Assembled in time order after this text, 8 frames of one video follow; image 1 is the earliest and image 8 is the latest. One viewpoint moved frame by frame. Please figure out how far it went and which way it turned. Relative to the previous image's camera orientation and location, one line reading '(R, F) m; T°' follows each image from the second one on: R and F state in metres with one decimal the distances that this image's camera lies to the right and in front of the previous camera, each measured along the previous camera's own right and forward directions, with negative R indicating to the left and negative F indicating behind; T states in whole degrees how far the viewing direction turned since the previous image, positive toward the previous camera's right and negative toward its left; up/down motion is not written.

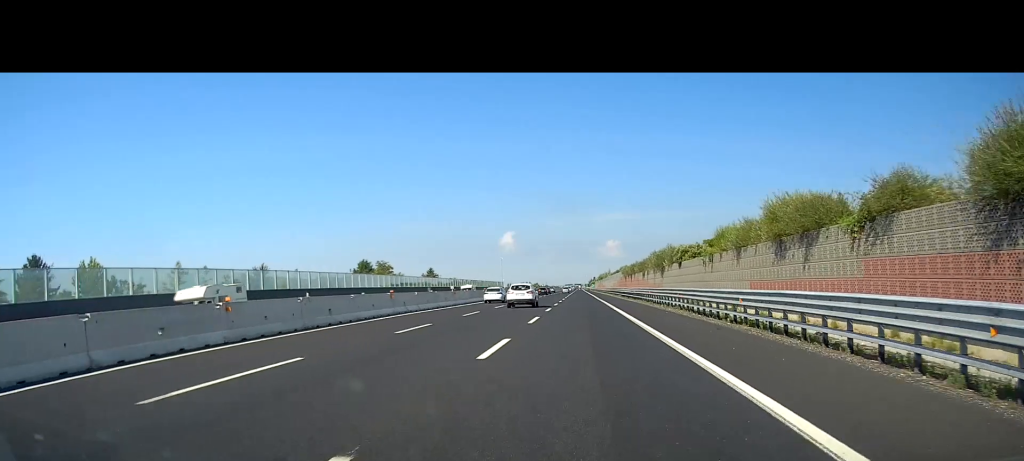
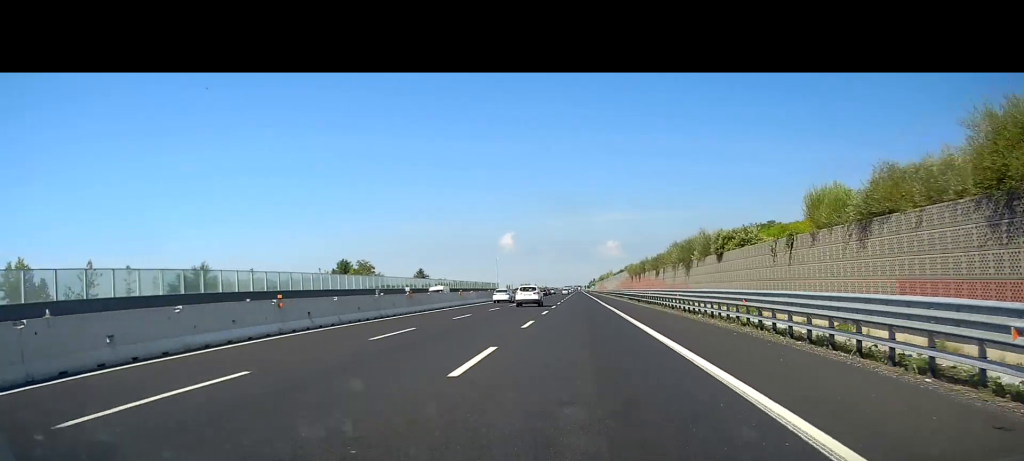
(-0.2, +14.2) m; 0°
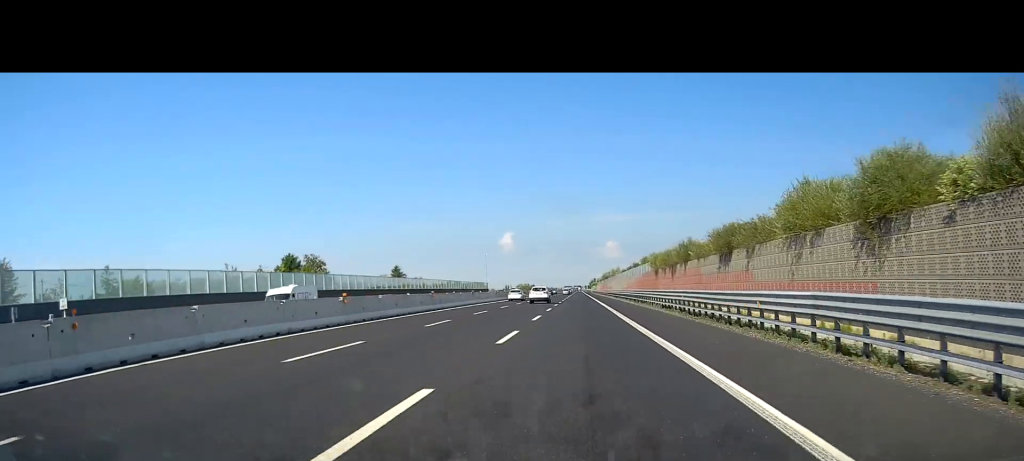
(+0.1, +29.2) m; +1°
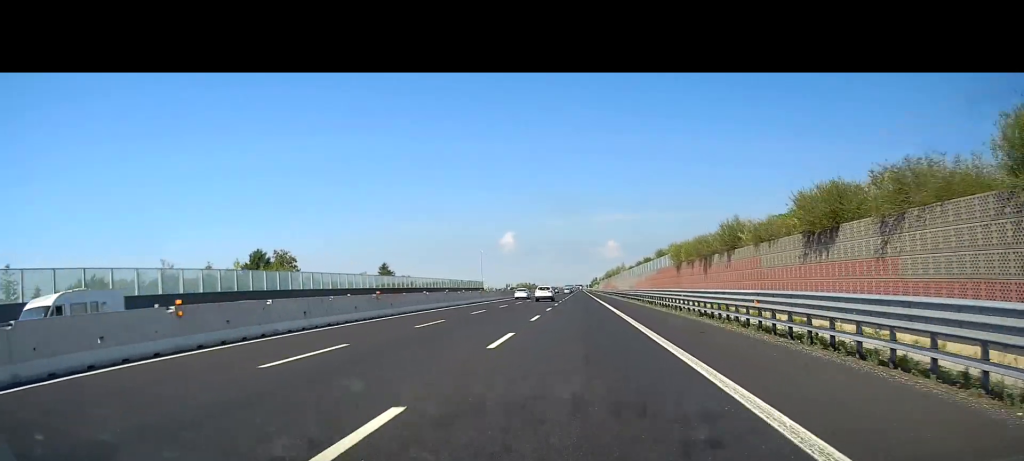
(0.0, +13.2) m; 0°
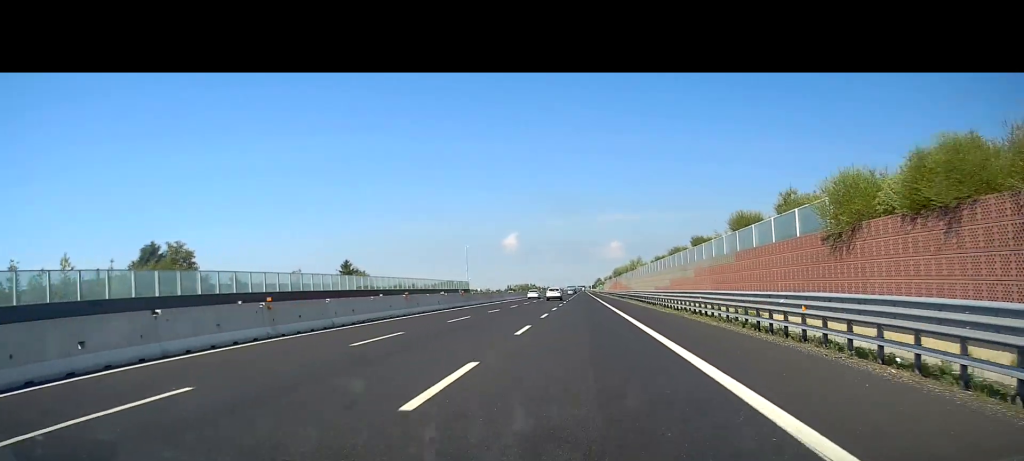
(0.0, +30.8) m; 0°
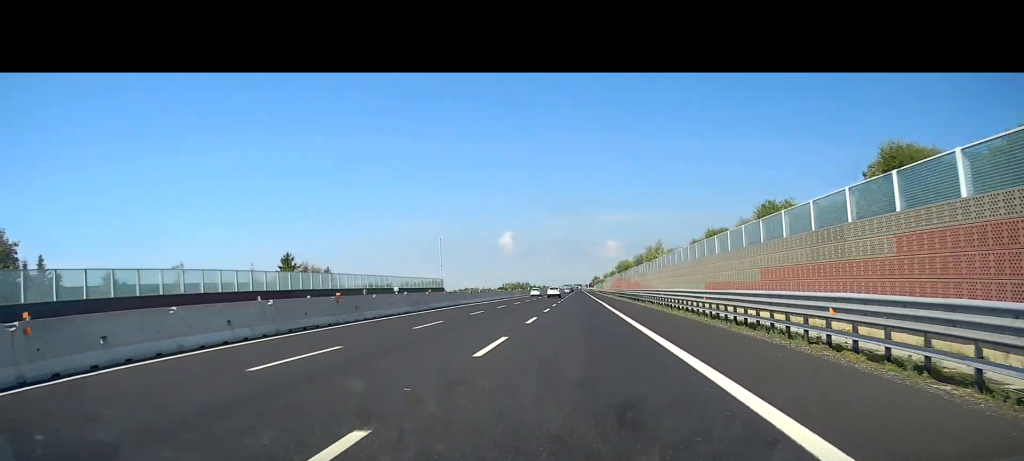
(-0.1, +28.8) m; 0°
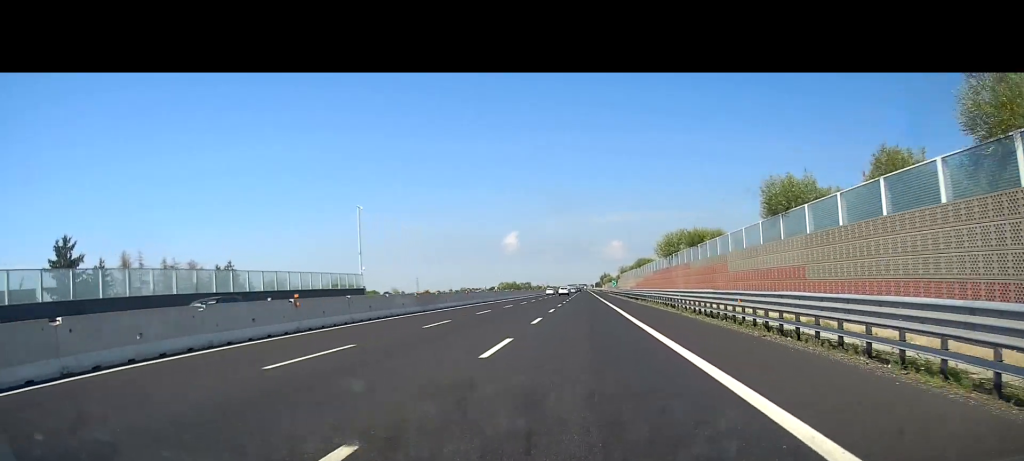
(+0.5, +58.1) m; 0°
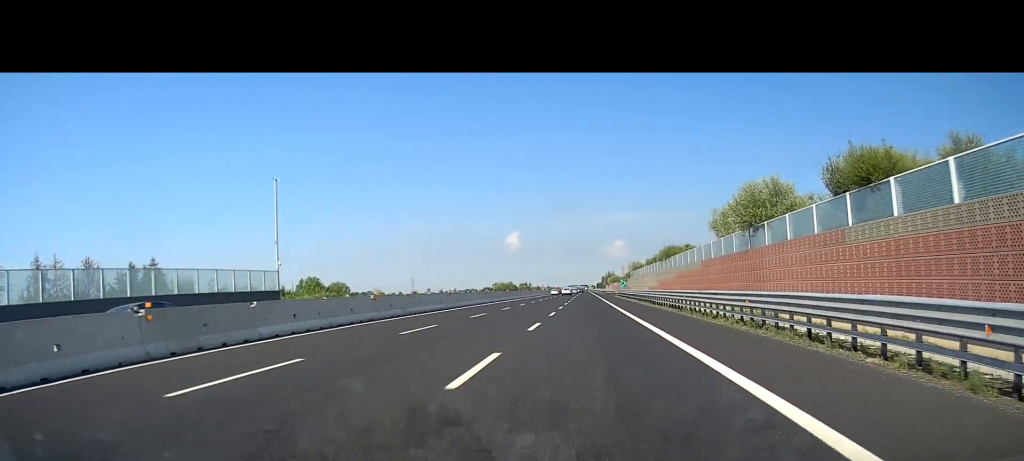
(-0.6, +27.0) m; 0°
